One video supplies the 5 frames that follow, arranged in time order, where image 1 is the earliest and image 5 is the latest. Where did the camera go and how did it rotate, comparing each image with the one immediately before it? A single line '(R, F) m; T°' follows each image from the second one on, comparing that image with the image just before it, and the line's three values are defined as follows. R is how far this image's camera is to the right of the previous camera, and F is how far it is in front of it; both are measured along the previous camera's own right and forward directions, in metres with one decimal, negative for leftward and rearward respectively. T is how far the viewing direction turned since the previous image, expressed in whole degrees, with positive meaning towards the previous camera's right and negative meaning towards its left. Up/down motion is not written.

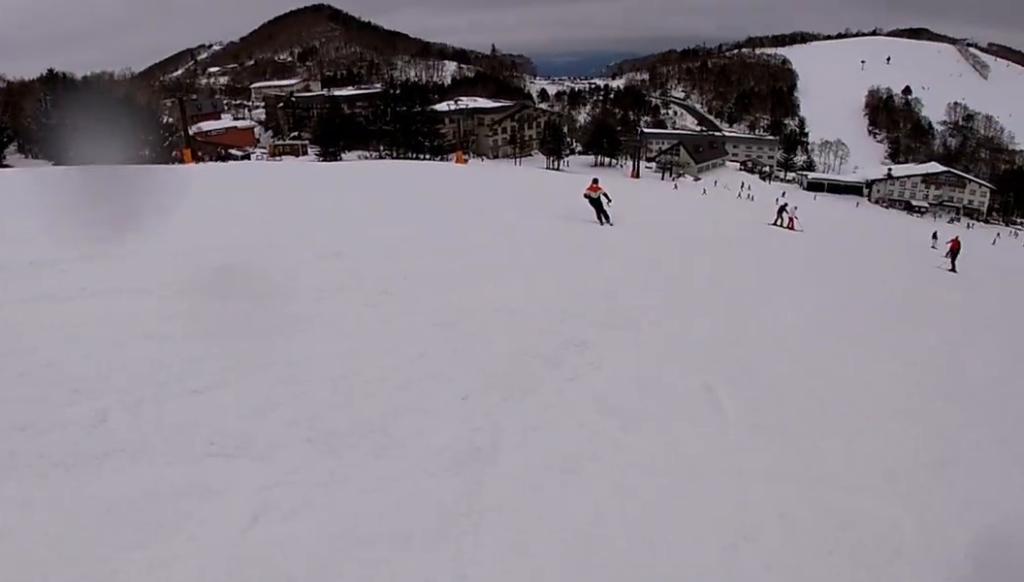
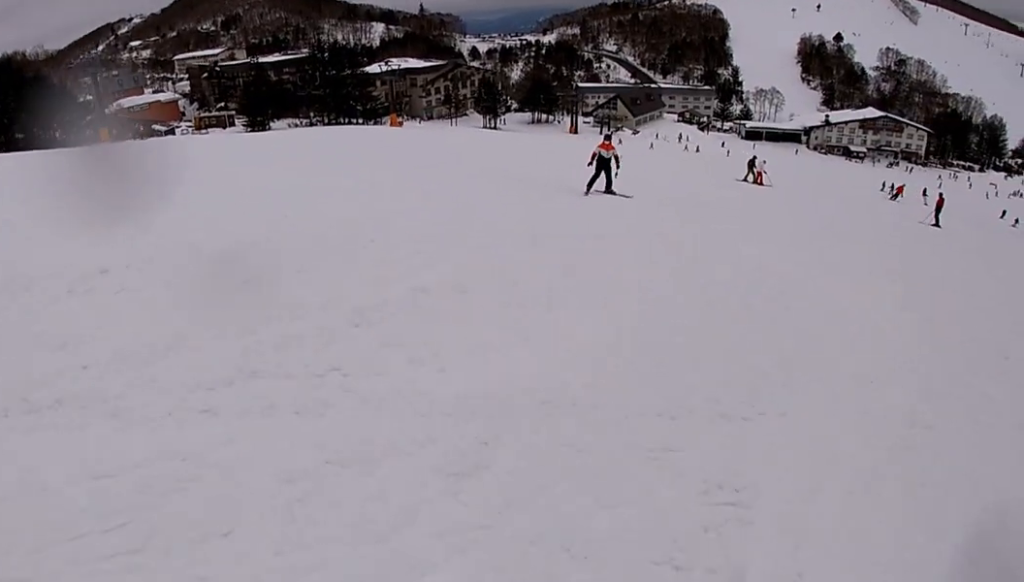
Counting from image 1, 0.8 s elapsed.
(-0.4, +3.3) m; +1°
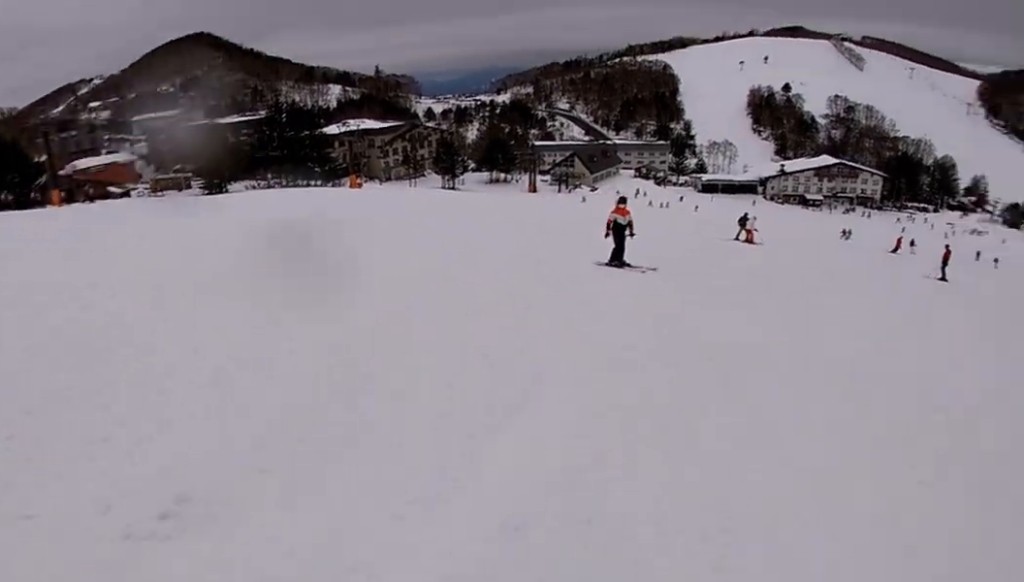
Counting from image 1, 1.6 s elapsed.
(+1.1, +3.1) m; 0°
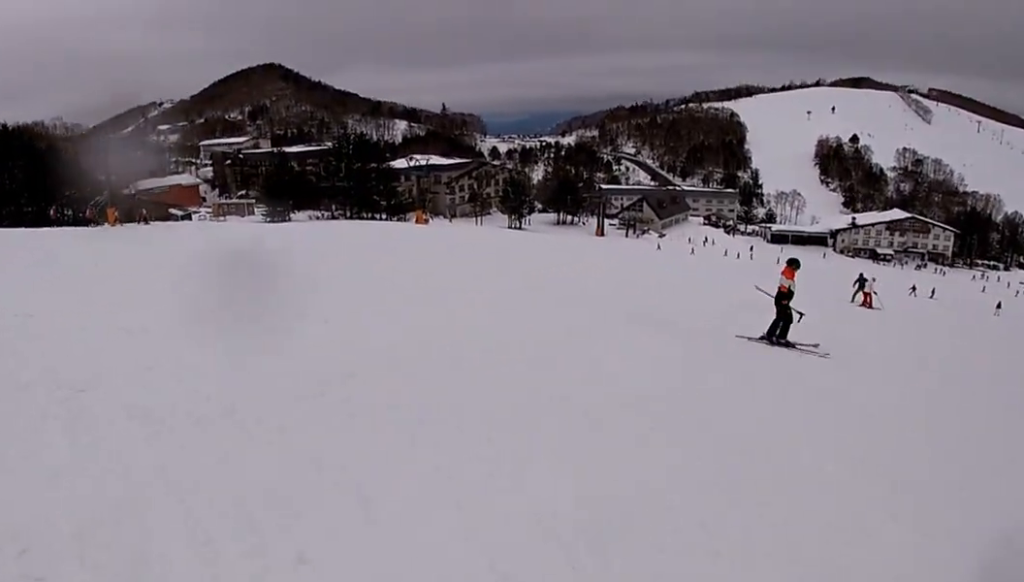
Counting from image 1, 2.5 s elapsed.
(-1.5, +3.4) m; 0°
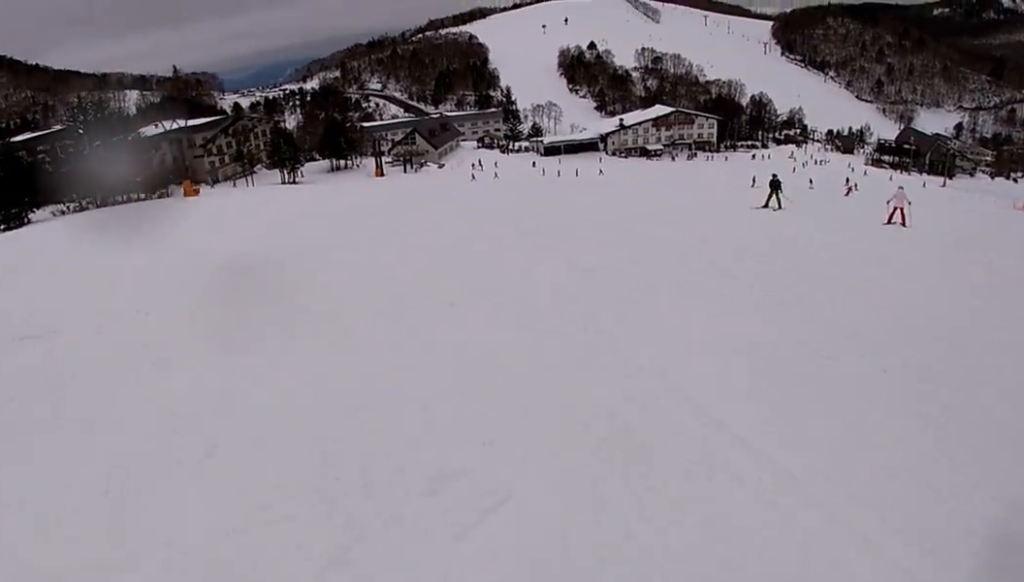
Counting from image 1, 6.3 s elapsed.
(+1.6, +14.4) m; +36°
